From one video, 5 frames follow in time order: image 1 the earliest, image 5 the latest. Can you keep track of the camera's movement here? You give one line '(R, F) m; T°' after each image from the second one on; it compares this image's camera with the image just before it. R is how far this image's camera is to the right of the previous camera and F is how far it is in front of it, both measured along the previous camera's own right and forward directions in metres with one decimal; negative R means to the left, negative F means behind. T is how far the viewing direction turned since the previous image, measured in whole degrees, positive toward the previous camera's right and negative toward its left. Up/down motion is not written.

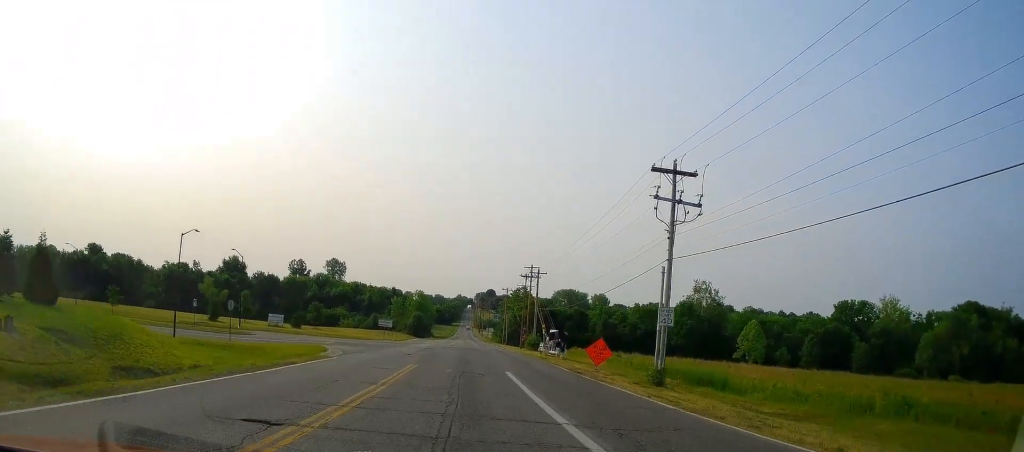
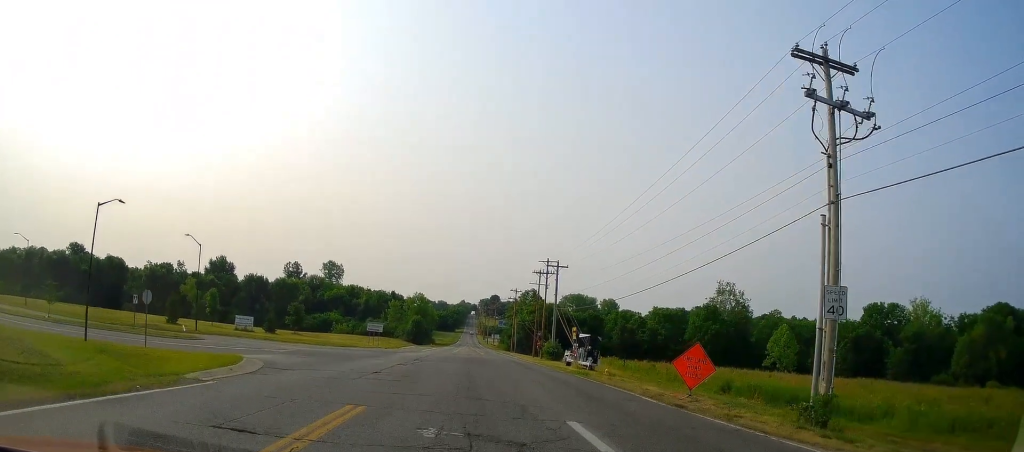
(+0.3, +13.5) m; 0°
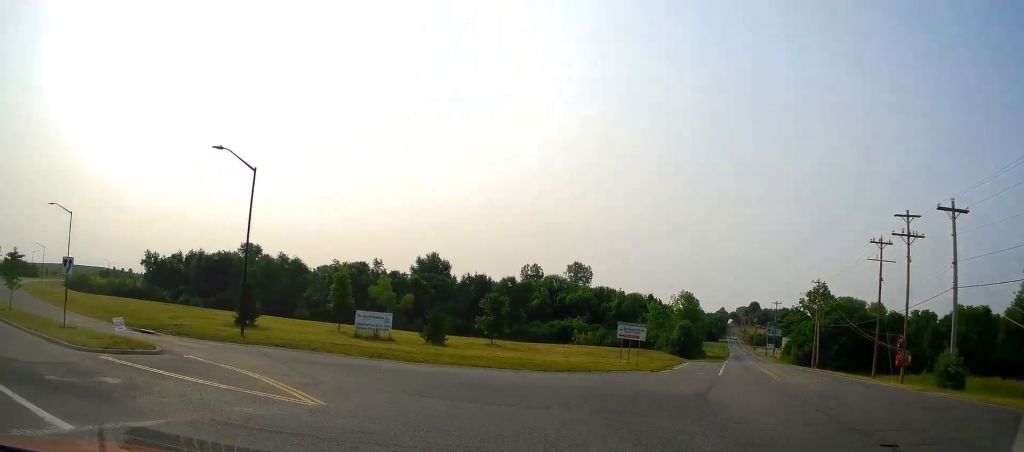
(-5.0, +33.6) m; -27°
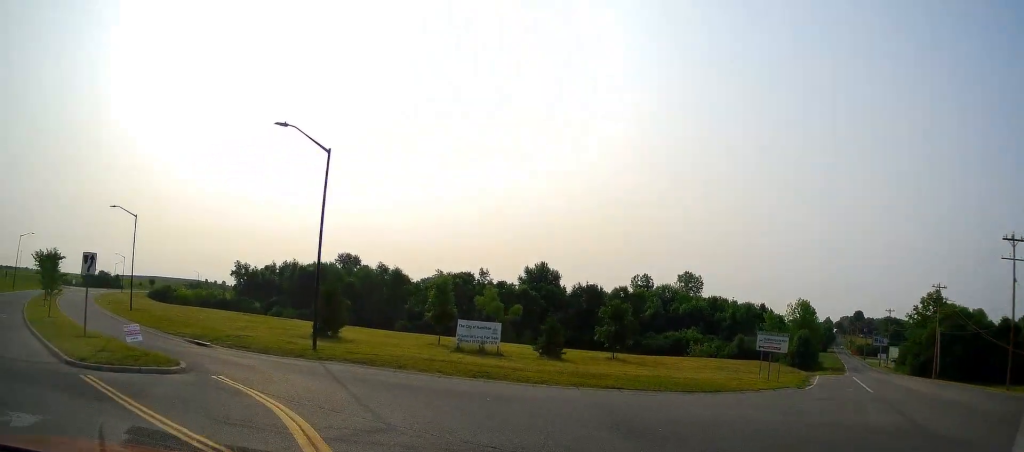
(-0.4, +5.4) m; -10°
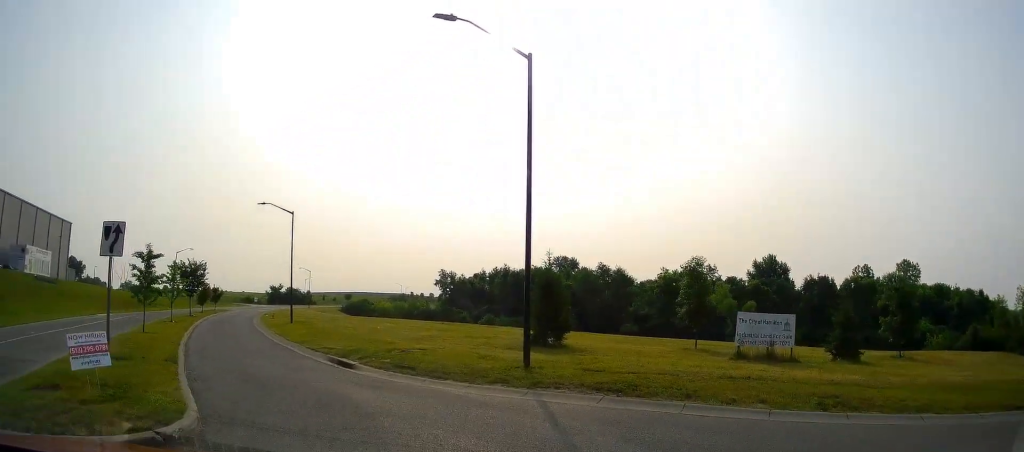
(-1.9, +9.8) m; -15°
